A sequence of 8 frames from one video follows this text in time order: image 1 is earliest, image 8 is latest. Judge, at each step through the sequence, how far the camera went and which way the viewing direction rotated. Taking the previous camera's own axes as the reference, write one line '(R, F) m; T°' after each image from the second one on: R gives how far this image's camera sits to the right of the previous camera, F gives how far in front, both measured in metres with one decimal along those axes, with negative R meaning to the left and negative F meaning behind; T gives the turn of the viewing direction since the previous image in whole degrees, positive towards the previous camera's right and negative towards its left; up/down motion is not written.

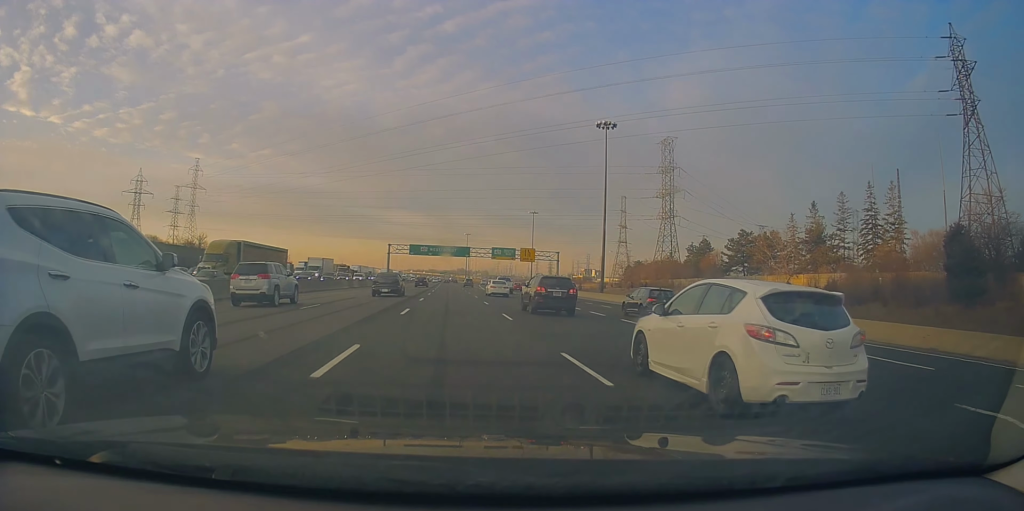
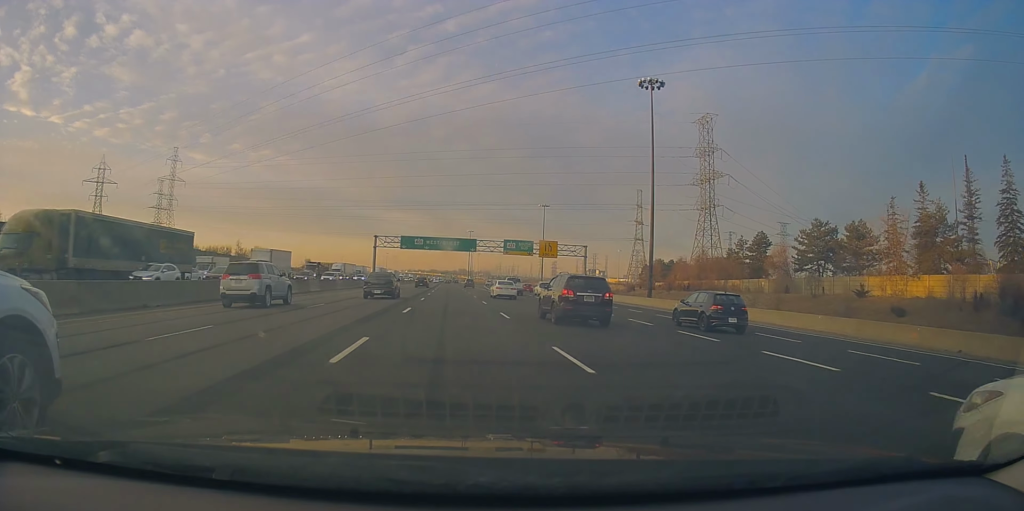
(+0.2, +22.7) m; 0°
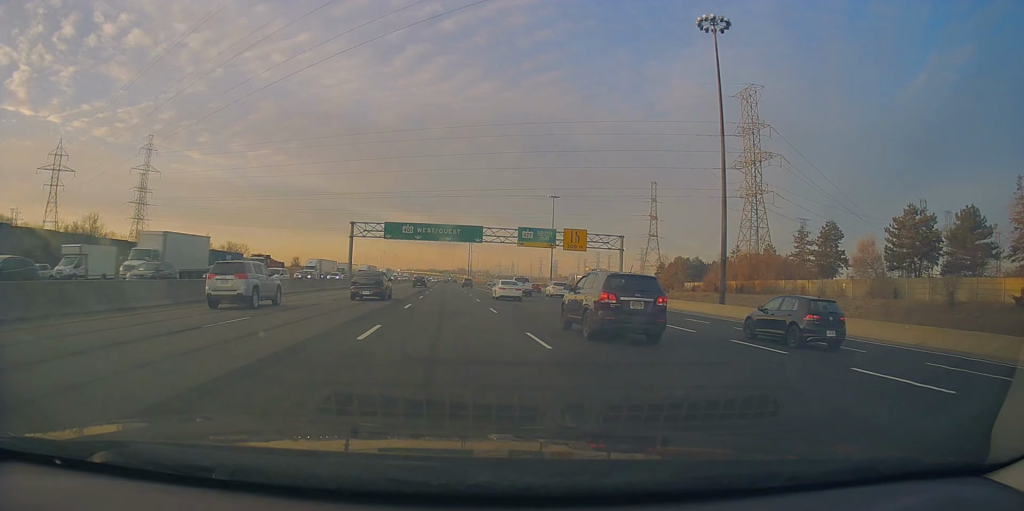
(+0.1, +20.8) m; 0°
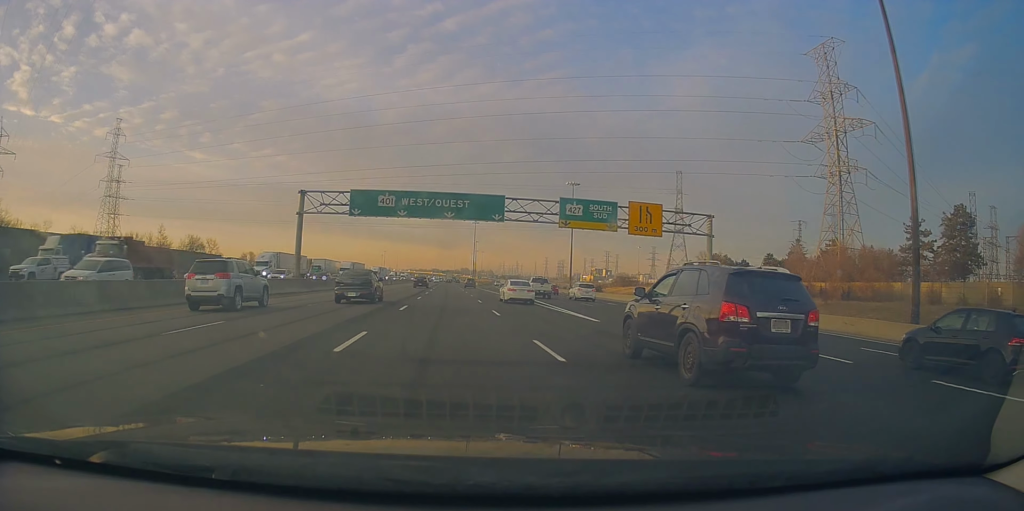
(-0.7, +25.5) m; +1°
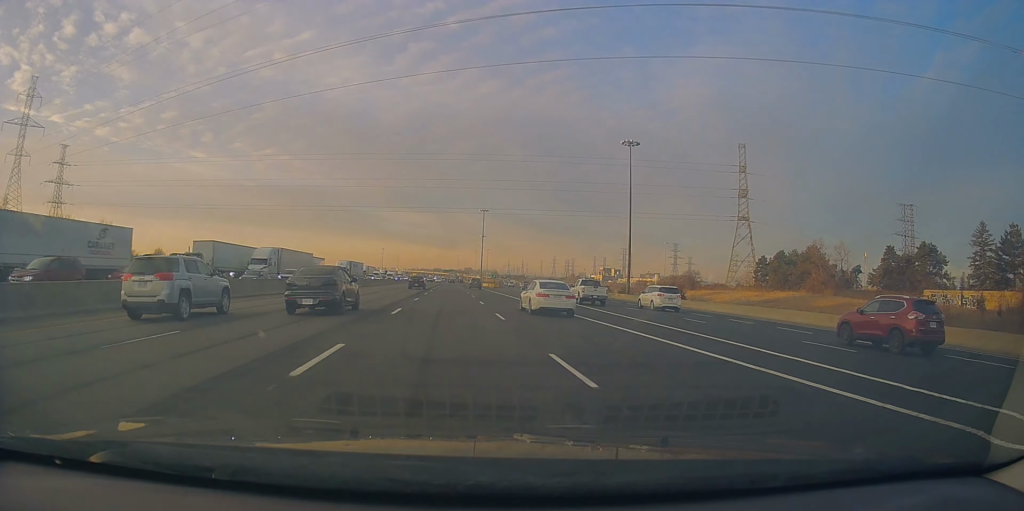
(+0.6, +49.6) m; -1°
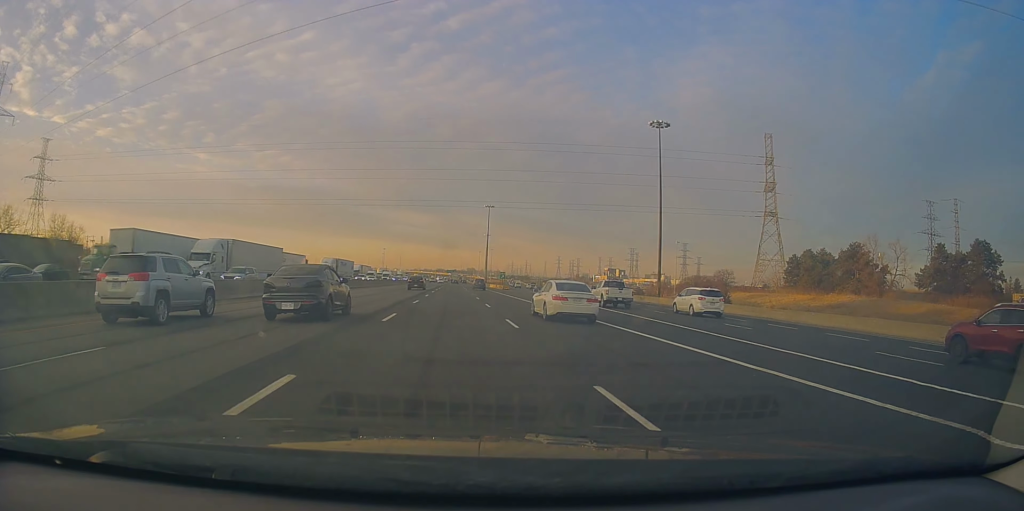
(-0.5, +14.8) m; -1°
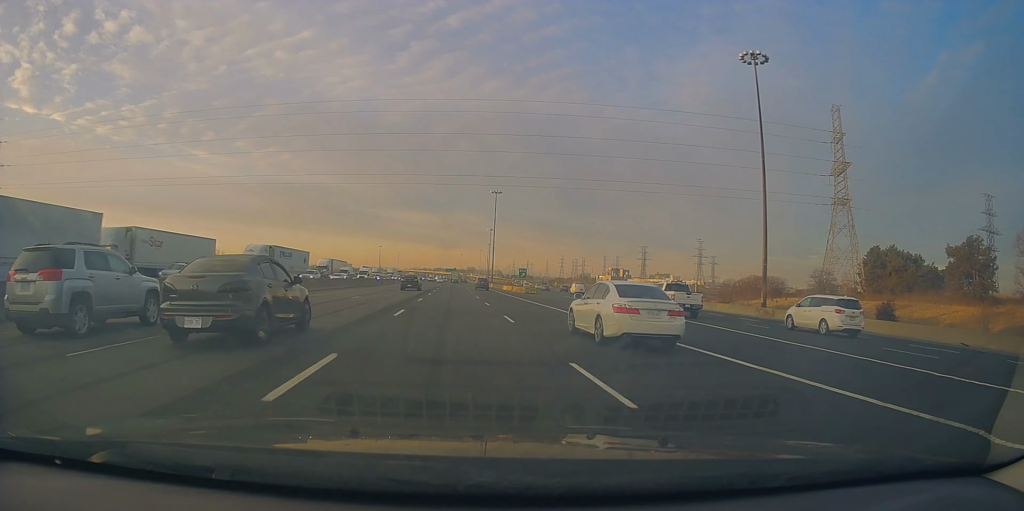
(+0.2, +33.6) m; +1°
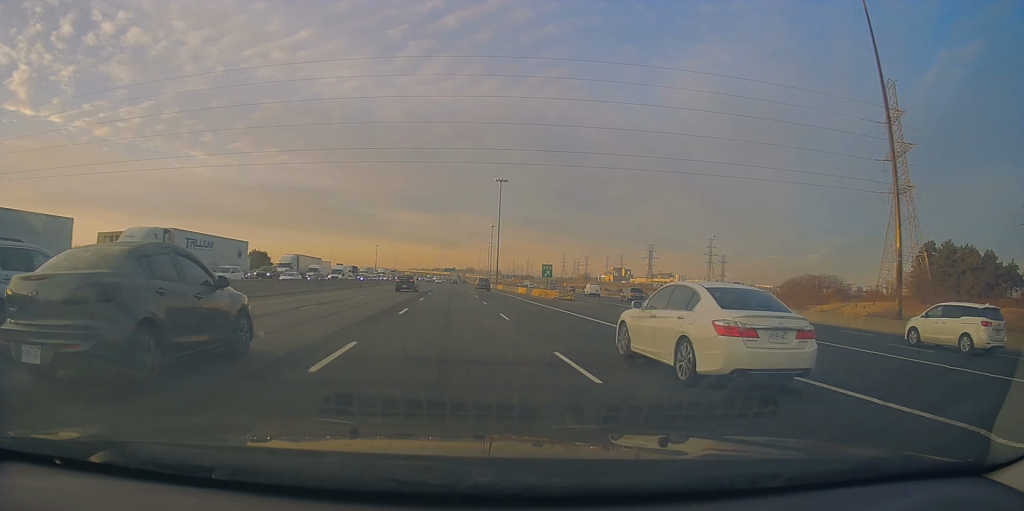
(+0.2, +22.2) m; 0°
